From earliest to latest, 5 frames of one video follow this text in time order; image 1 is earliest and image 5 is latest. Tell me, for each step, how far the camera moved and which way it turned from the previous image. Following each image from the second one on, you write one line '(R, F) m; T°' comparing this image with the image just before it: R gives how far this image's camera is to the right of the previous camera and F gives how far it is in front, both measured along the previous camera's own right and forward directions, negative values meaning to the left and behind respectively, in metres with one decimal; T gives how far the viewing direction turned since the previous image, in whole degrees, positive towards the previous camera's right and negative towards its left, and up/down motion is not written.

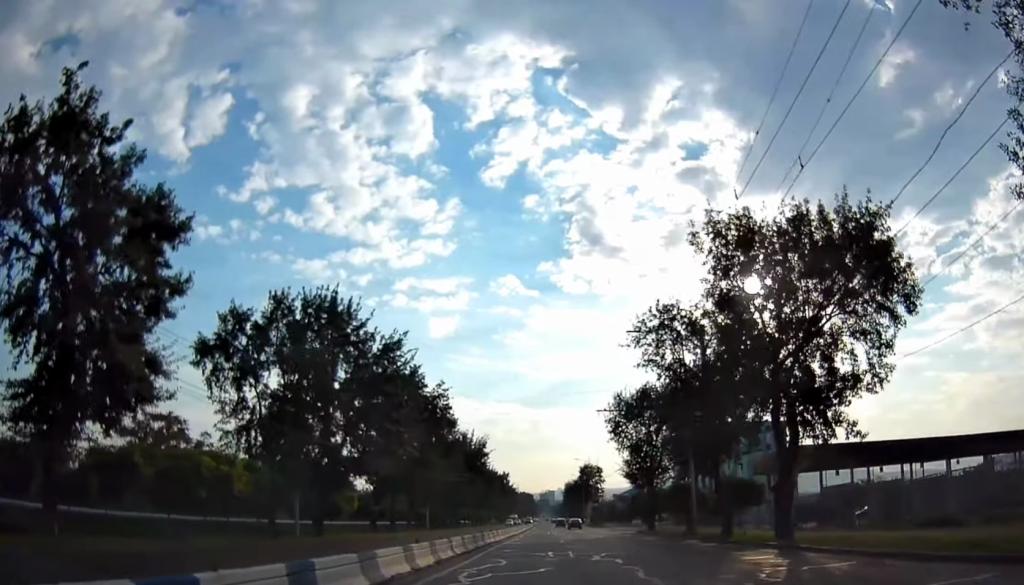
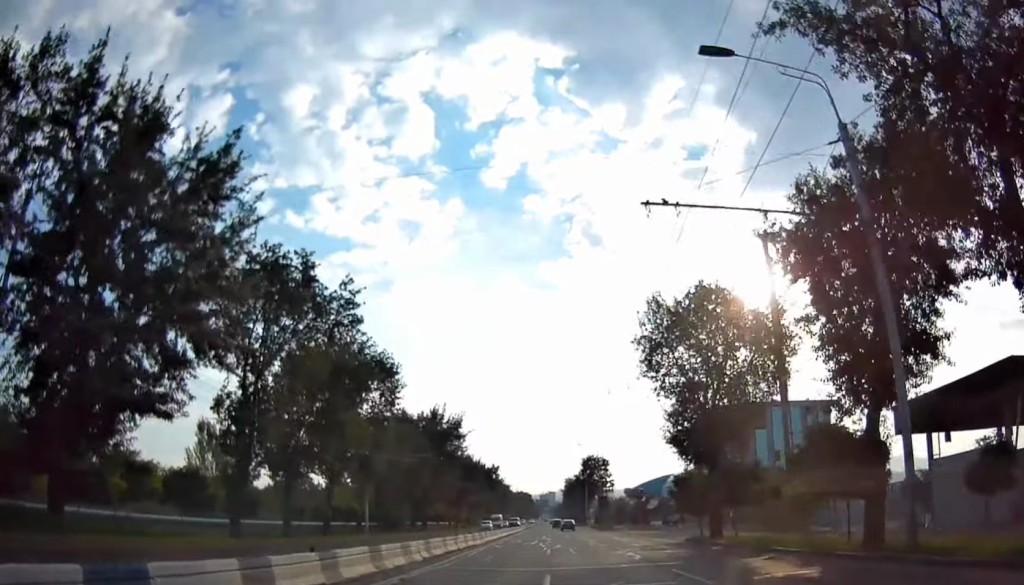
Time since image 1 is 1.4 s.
(+0.1, +25.2) m; +1°
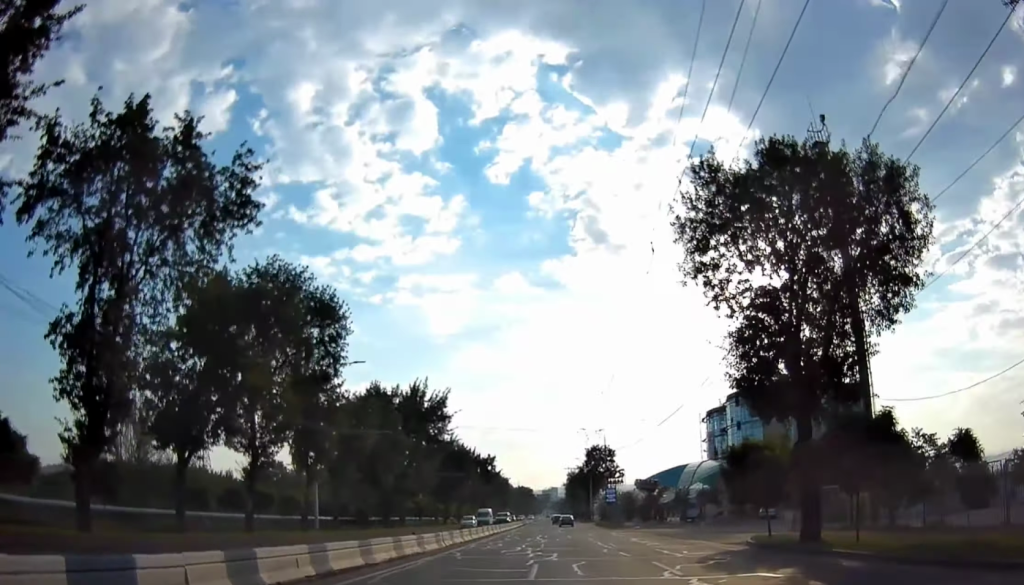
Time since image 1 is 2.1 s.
(+0.2, +12.4) m; 0°
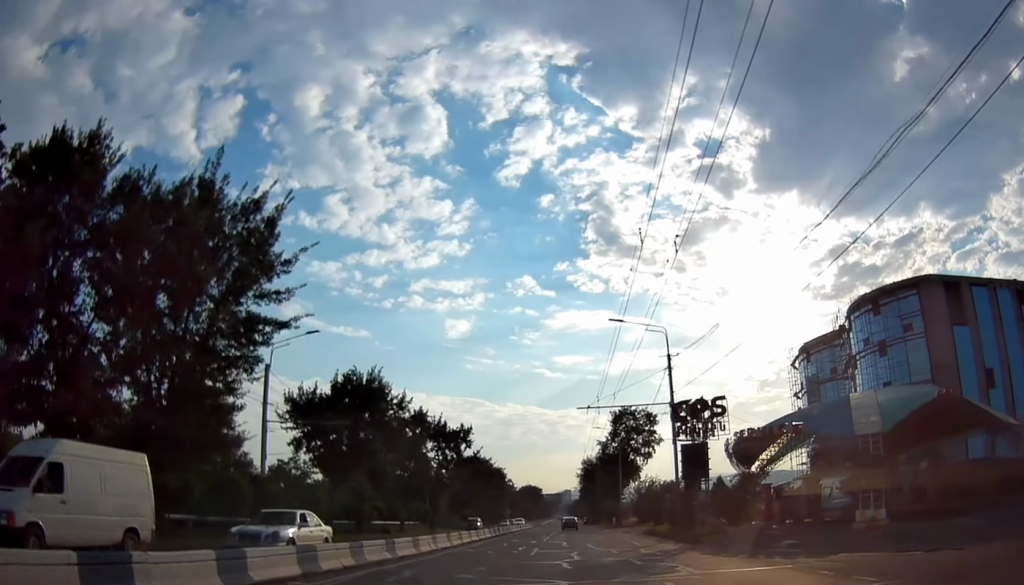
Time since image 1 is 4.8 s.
(-1.2, +47.7) m; -2°
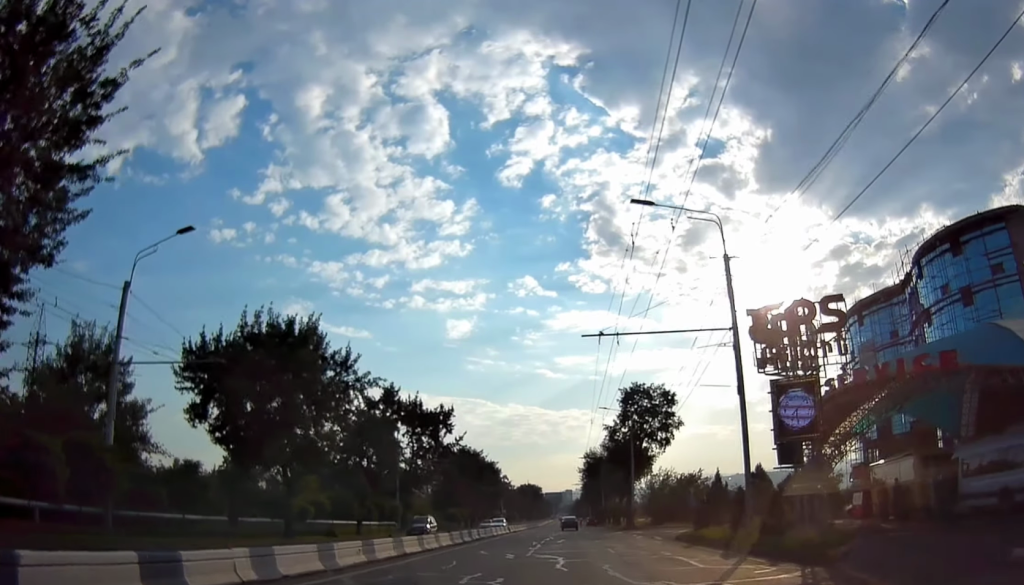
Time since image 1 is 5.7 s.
(0.0, +14.7) m; 0°
